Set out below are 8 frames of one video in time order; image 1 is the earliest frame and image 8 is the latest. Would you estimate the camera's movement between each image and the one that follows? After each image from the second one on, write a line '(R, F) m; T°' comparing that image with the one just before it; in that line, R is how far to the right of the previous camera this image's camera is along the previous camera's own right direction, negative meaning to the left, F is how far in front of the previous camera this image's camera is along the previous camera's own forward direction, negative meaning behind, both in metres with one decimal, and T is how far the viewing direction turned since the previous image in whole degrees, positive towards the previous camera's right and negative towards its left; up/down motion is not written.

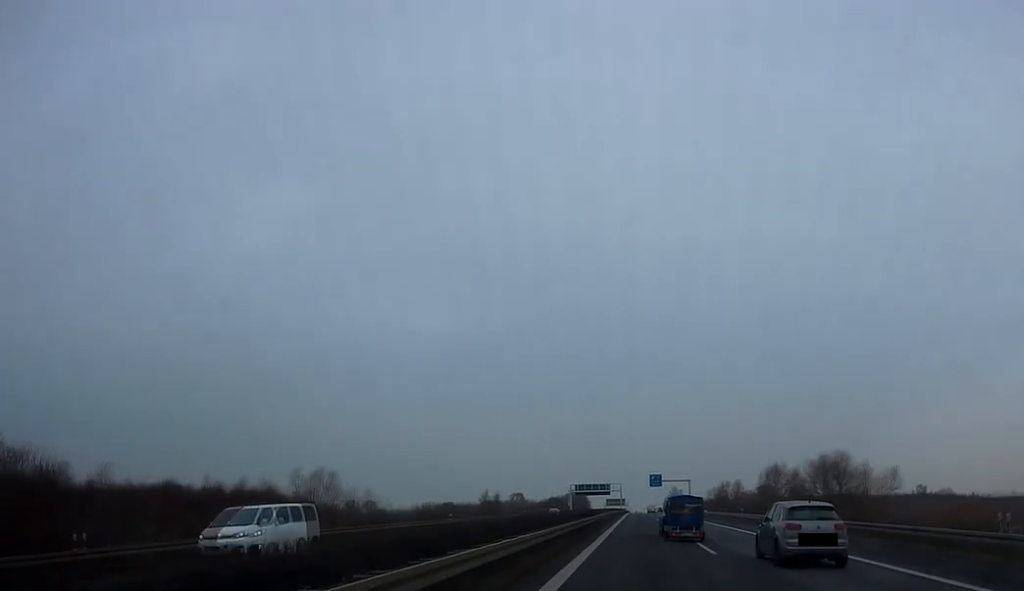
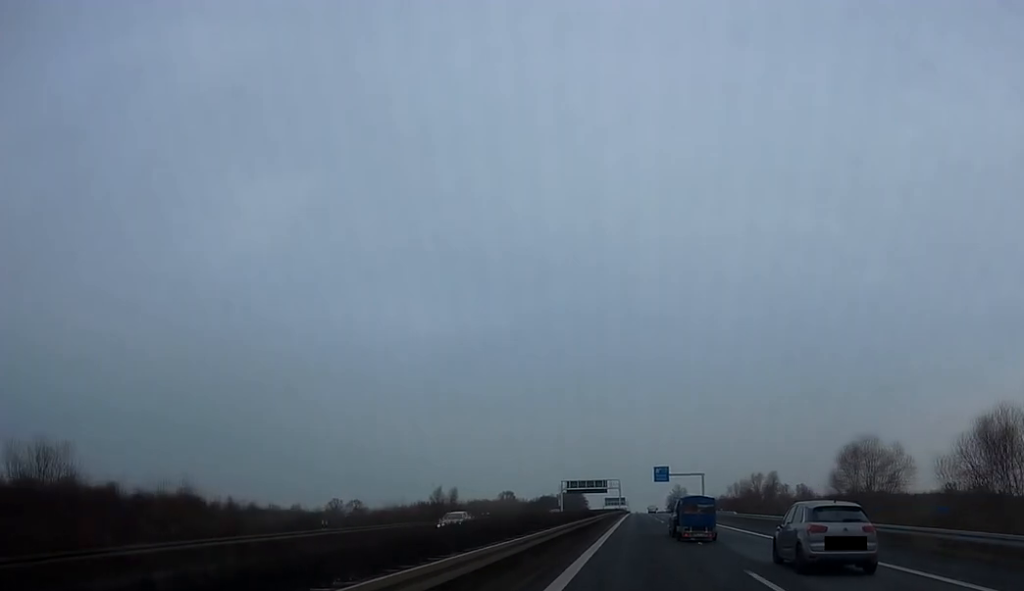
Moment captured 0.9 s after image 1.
(+0.2, +30.4) m; 0°
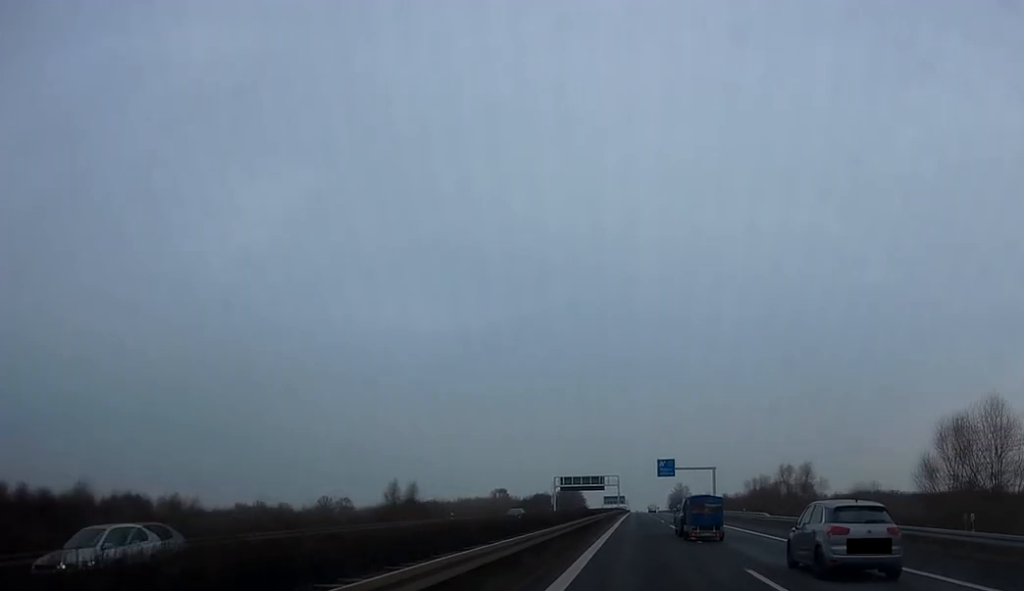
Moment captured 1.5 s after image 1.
(-0.2, +17.8) m; 0°
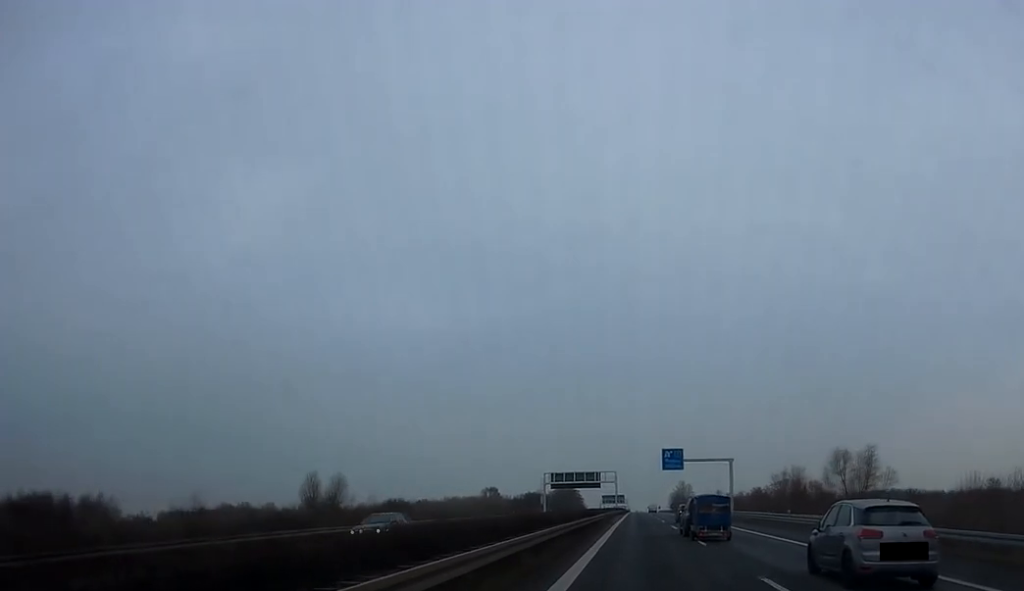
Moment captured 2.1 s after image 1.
(-0.1, +20.1) m; 0°
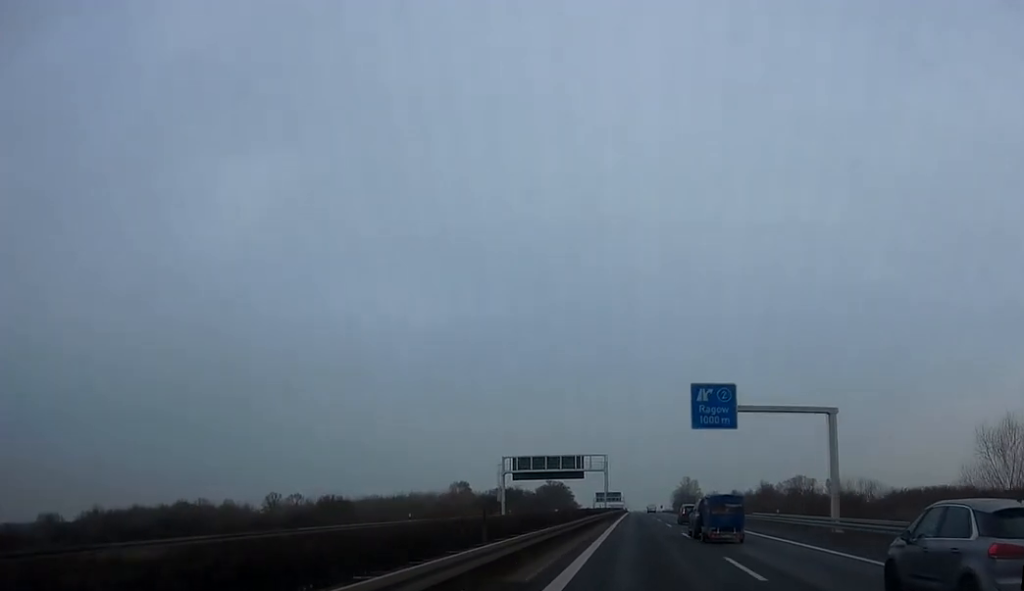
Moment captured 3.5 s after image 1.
(+0.4, +48.9) m; +1°
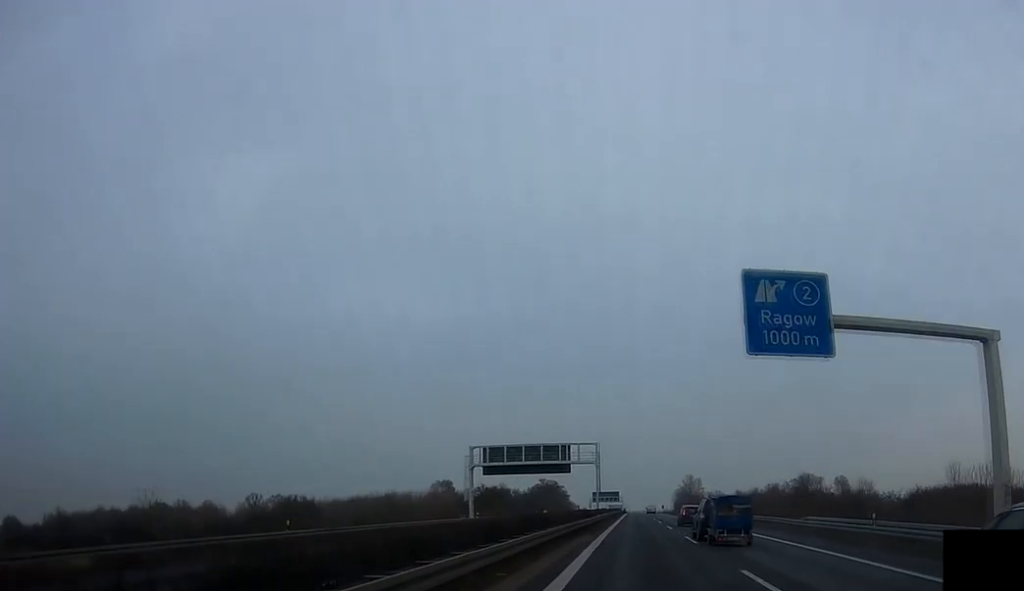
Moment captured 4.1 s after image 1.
(+0.1, +21.5) m; 0°
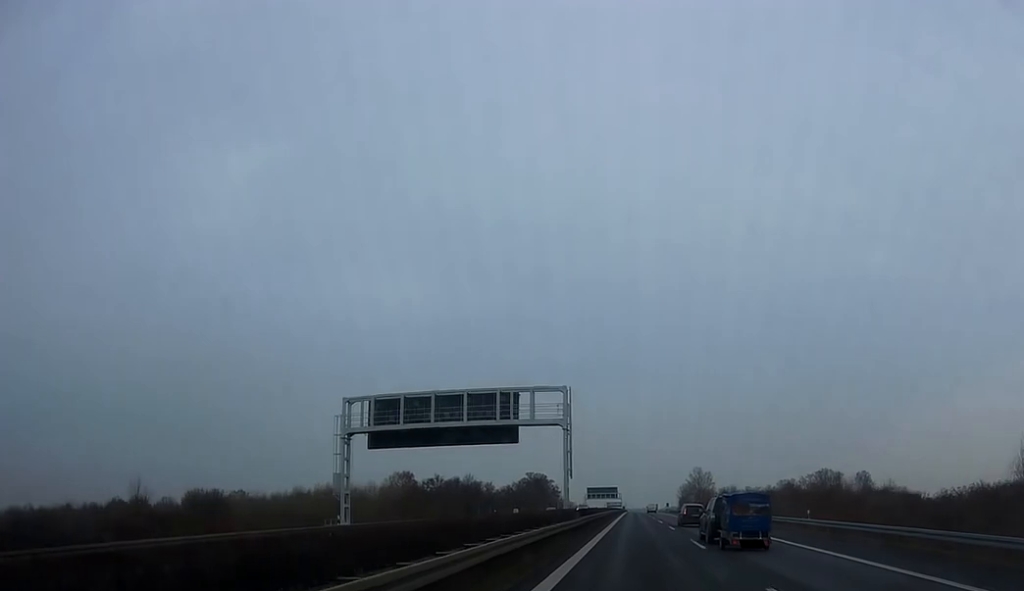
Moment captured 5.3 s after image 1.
(-0.2, +40.3) m; 0°
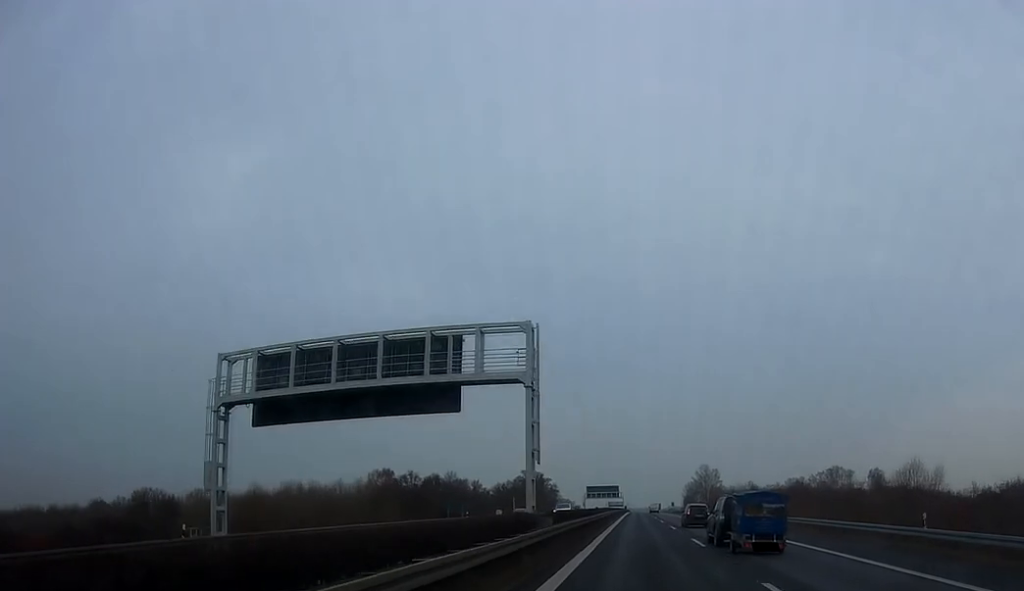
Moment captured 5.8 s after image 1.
(-0.1, +17.1) m; 0°
